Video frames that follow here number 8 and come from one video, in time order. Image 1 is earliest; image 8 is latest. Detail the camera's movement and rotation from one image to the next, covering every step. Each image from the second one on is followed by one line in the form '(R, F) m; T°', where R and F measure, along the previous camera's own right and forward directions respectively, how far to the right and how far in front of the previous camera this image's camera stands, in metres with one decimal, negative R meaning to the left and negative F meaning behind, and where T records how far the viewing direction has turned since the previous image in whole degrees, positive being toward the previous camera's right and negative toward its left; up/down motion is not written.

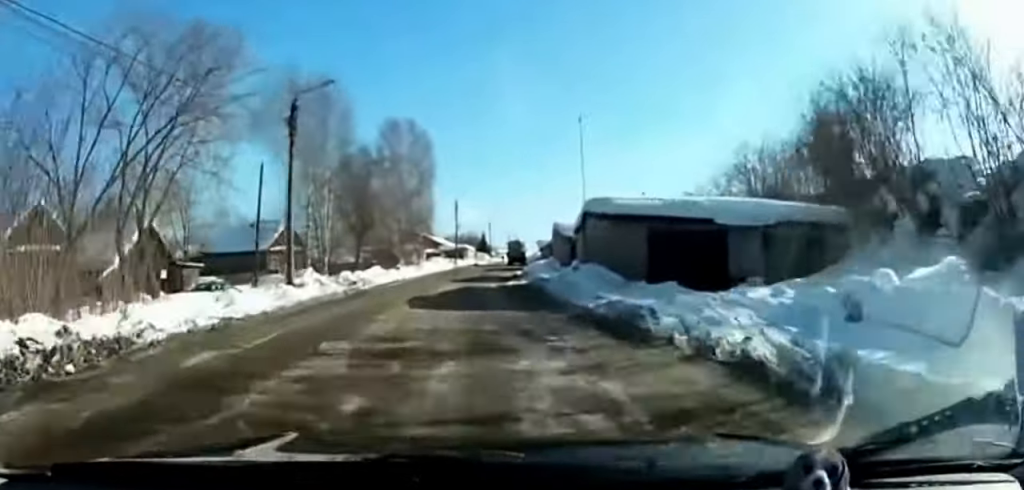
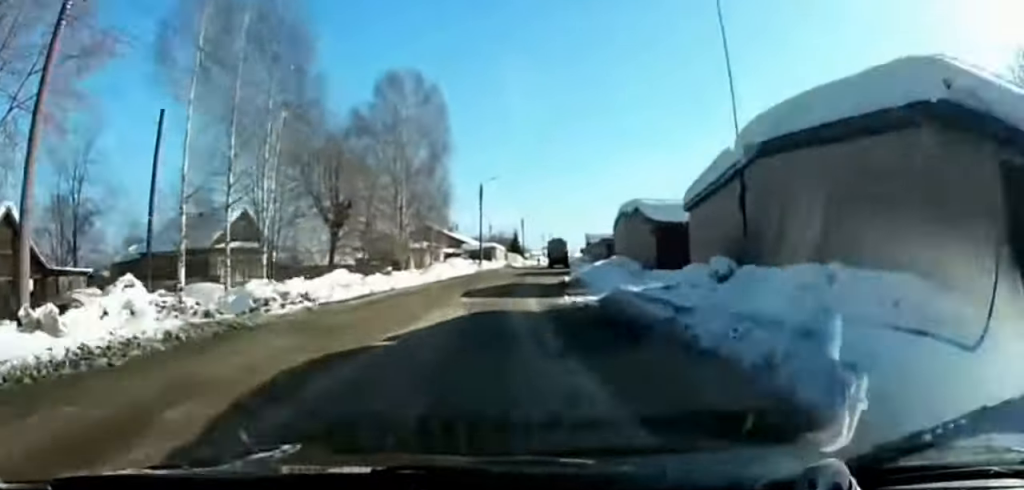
(-0.1, +13.7) m; -1°
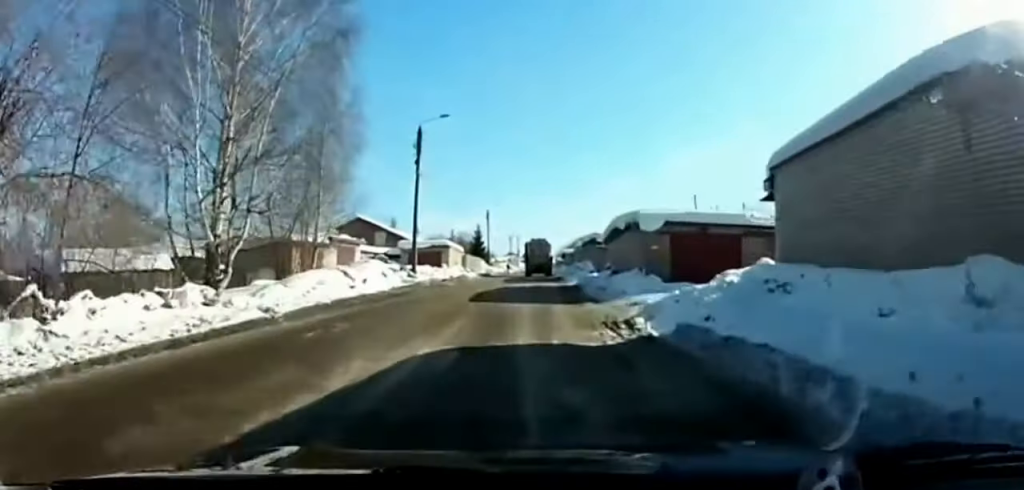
(-0.1, +25.8) m; +1°
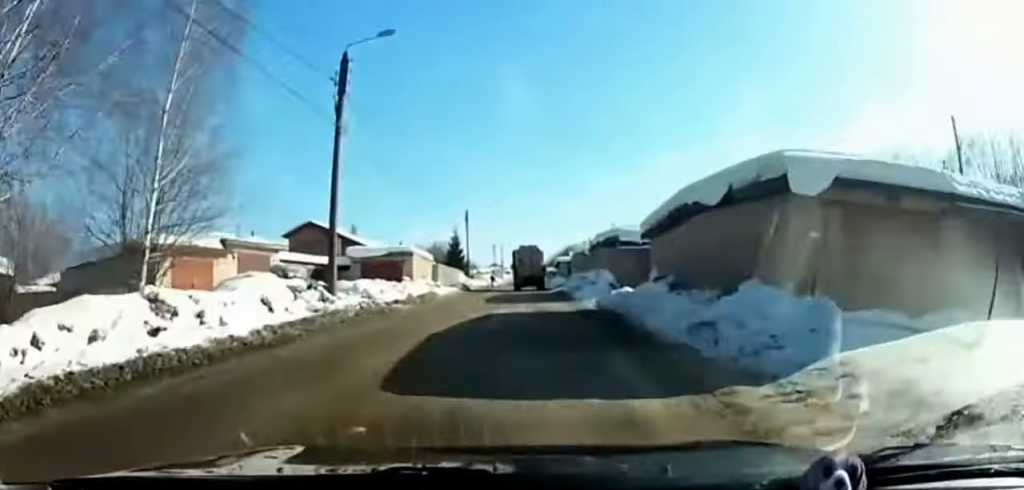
(+0.2, +12.0) m; +1°
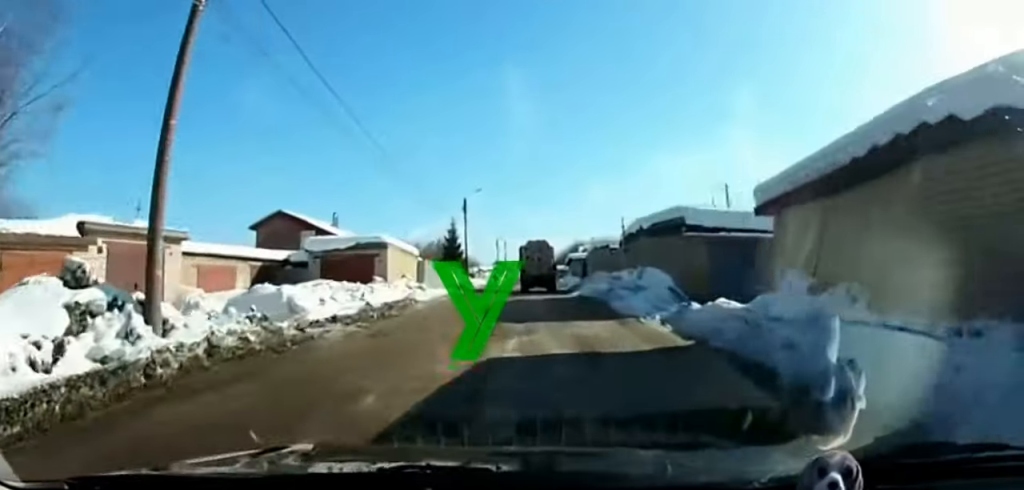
(+0.1, +9.9) m; +1°
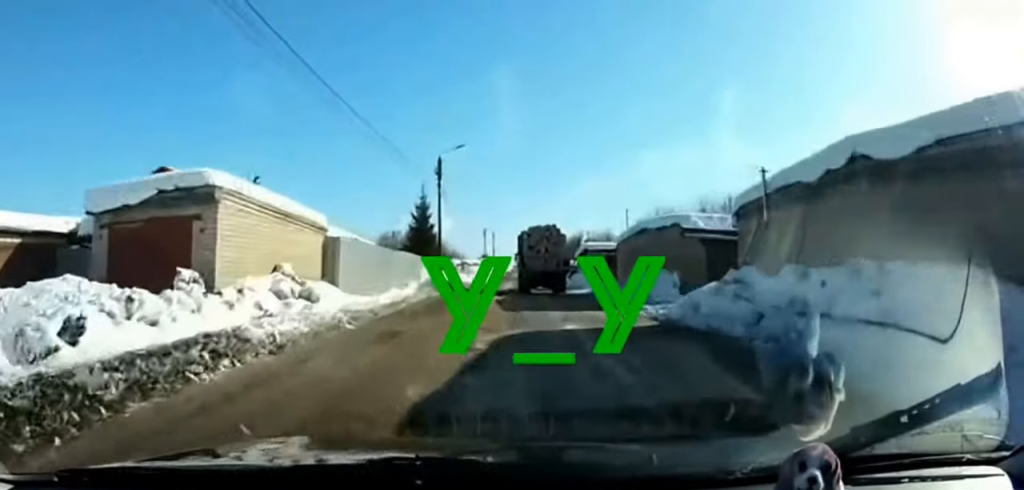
(+0.2, +16.3) m; 0°
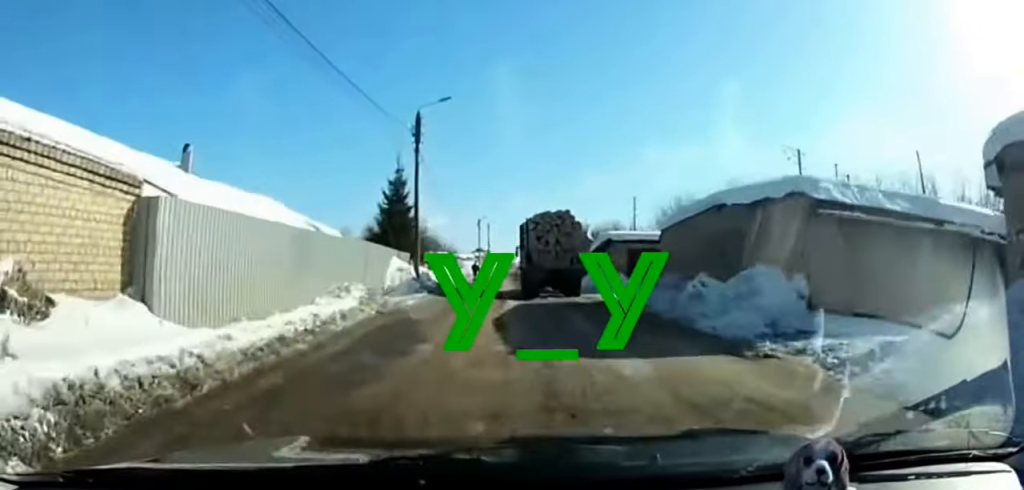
(0.0, +9.6) m; 0°
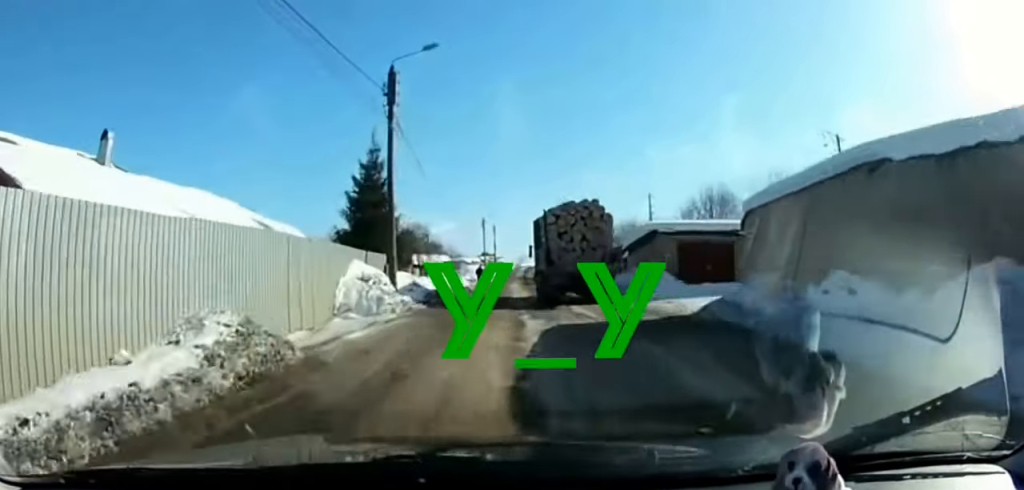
(0.0, +8.1) m; 0°
